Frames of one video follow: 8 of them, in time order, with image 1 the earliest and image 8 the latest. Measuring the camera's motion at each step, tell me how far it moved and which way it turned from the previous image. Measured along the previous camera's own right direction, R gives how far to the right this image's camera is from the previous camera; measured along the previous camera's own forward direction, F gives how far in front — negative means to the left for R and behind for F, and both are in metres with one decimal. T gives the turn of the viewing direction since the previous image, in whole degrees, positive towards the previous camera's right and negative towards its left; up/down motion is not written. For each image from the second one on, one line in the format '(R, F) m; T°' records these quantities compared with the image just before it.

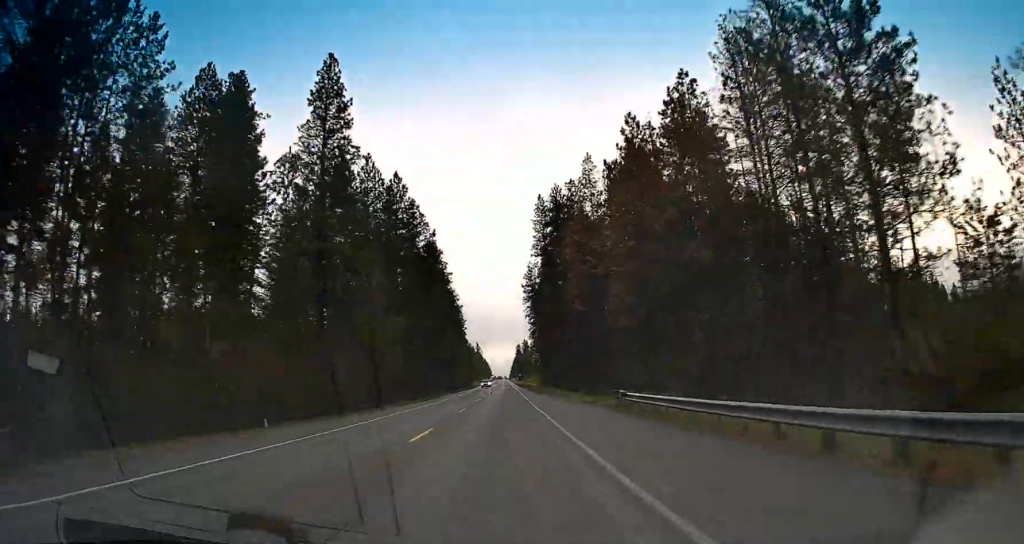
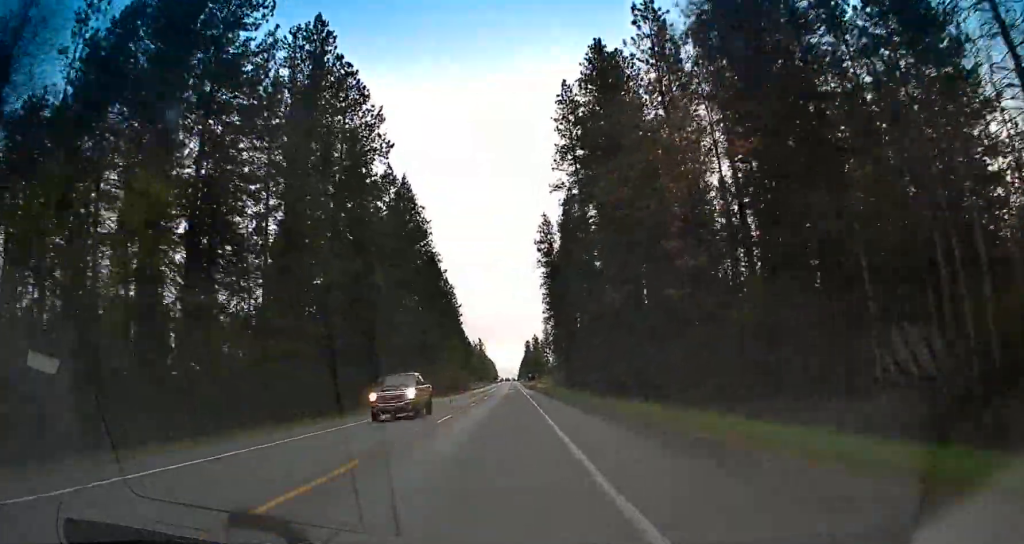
(0.0, +51.5) m; -1°
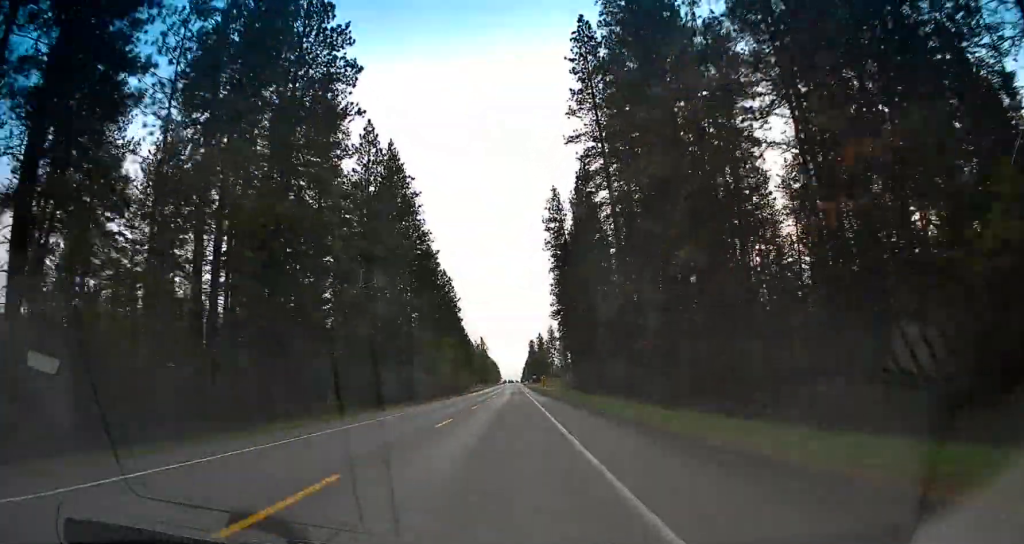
(-0.2, +16.9) m; 0°
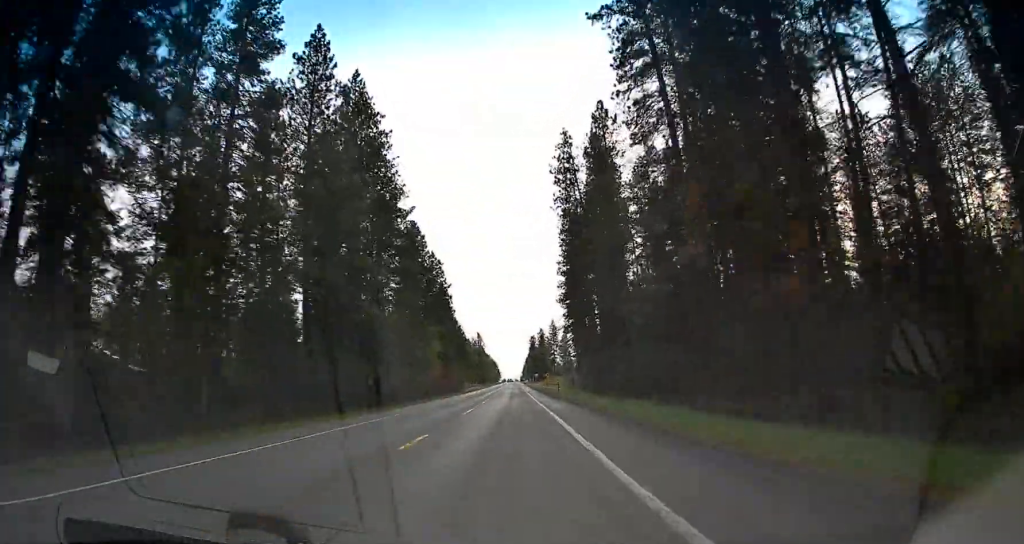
(-0.1, +23.2) m; +2°
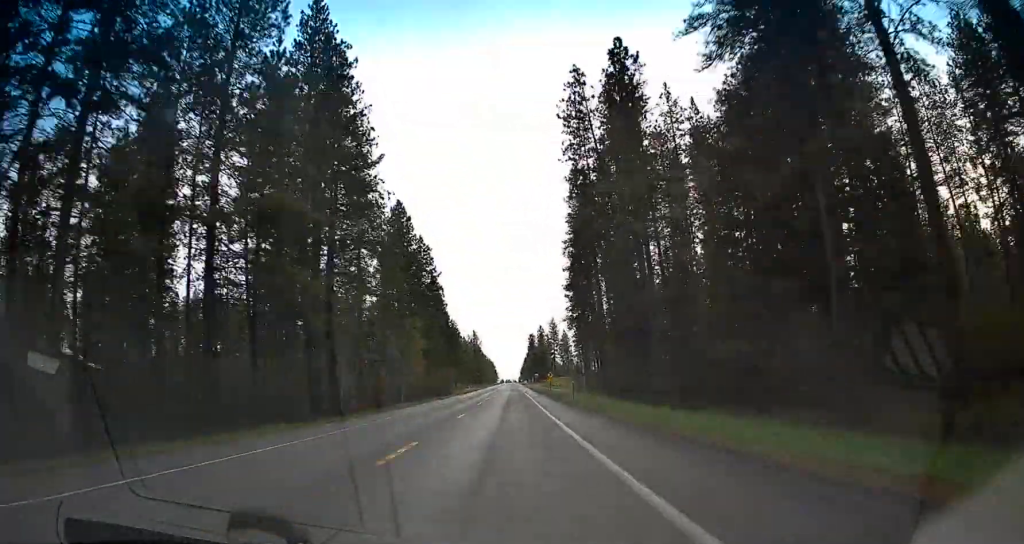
(+0.1, +16.9) m; +1°
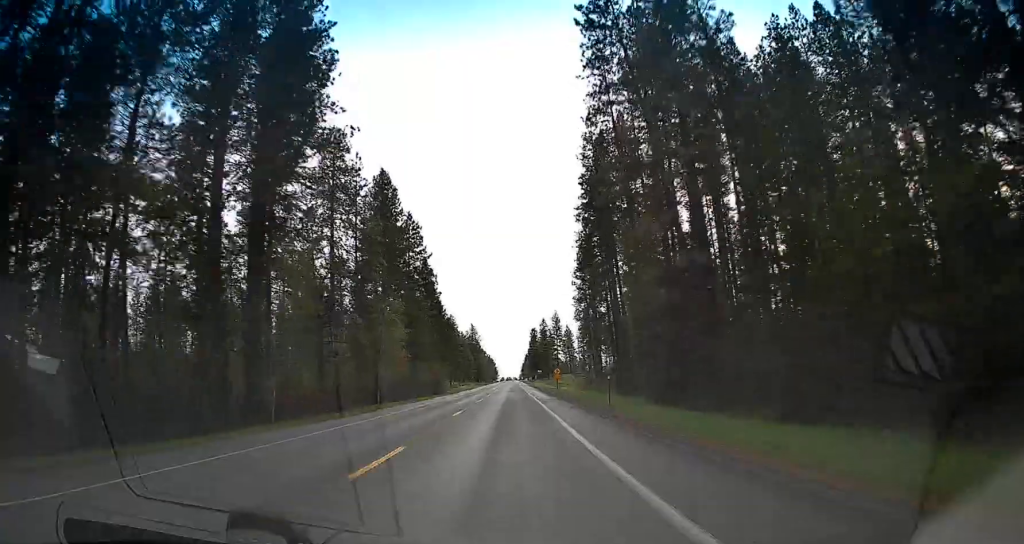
(+1.0, +16.8) m; 0°
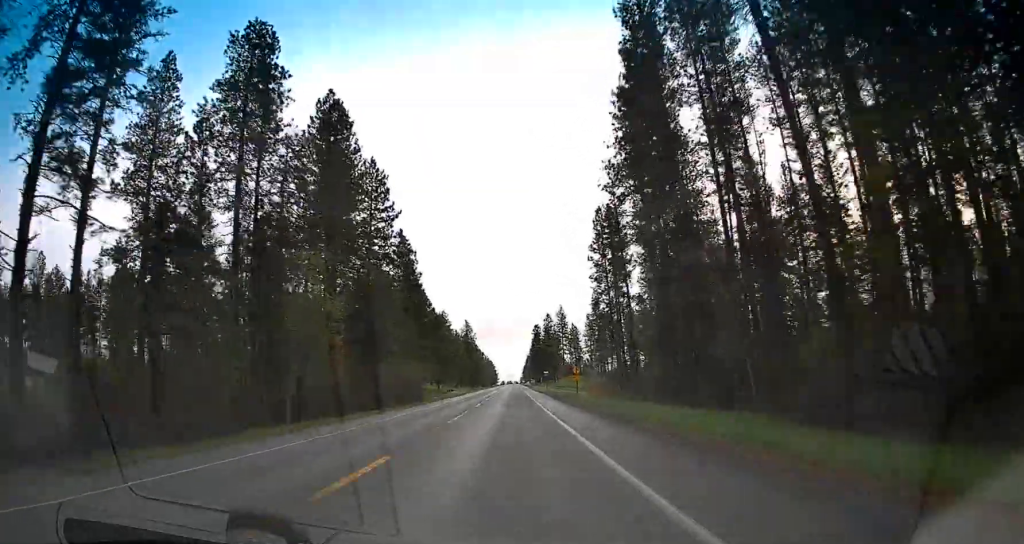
(-1.3, +34.2) m; -3°
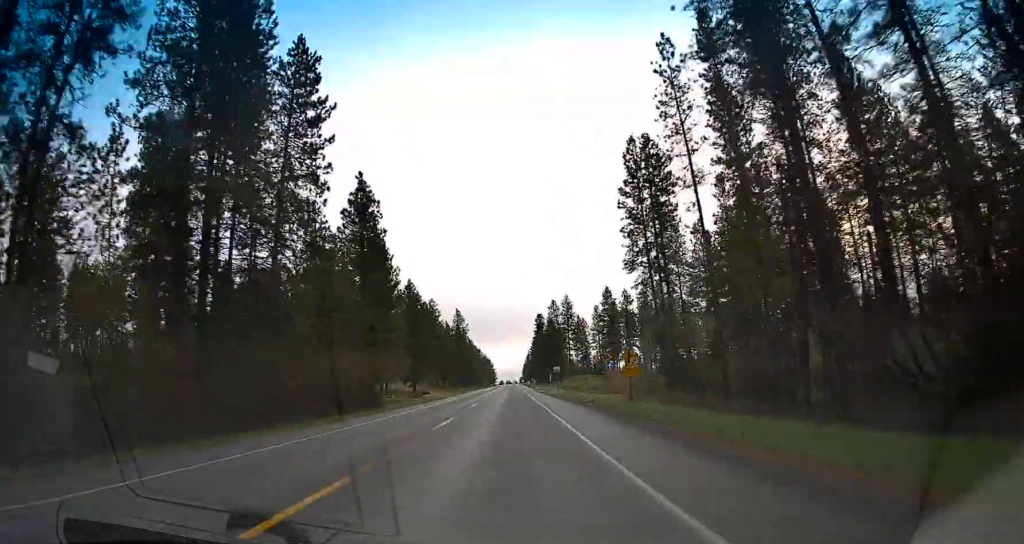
(0.0, +33.2) m; 0°
